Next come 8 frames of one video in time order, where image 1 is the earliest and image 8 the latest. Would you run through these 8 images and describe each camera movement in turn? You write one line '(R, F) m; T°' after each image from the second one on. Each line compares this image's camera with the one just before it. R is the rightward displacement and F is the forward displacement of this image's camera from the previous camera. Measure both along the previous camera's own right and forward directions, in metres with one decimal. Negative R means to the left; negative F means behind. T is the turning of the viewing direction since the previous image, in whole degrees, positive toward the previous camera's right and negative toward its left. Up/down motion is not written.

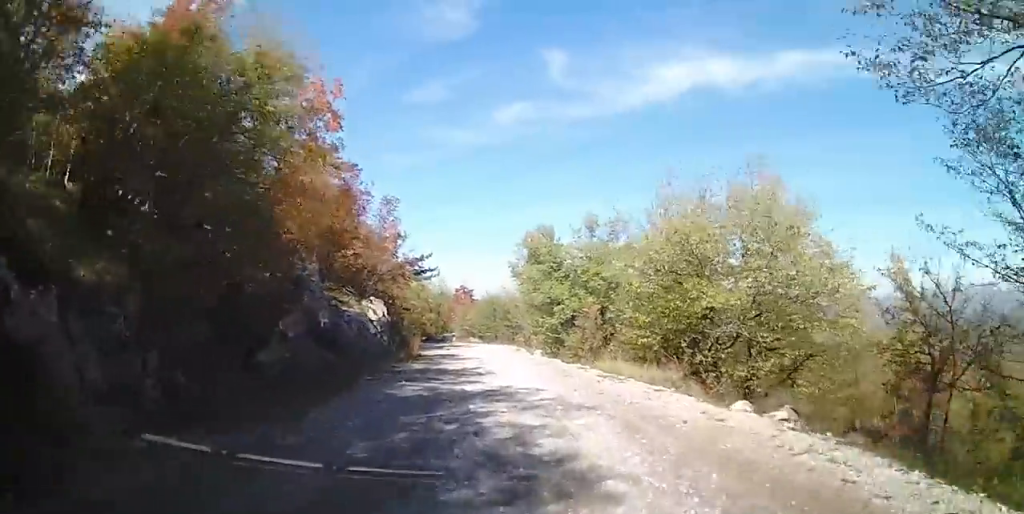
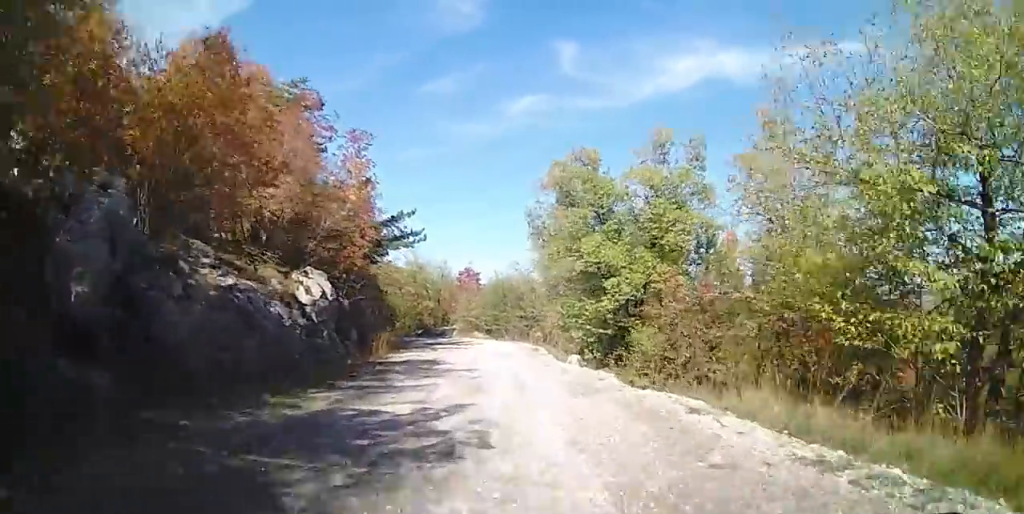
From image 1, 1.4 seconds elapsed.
(-0.7, +10.7) m; -6°
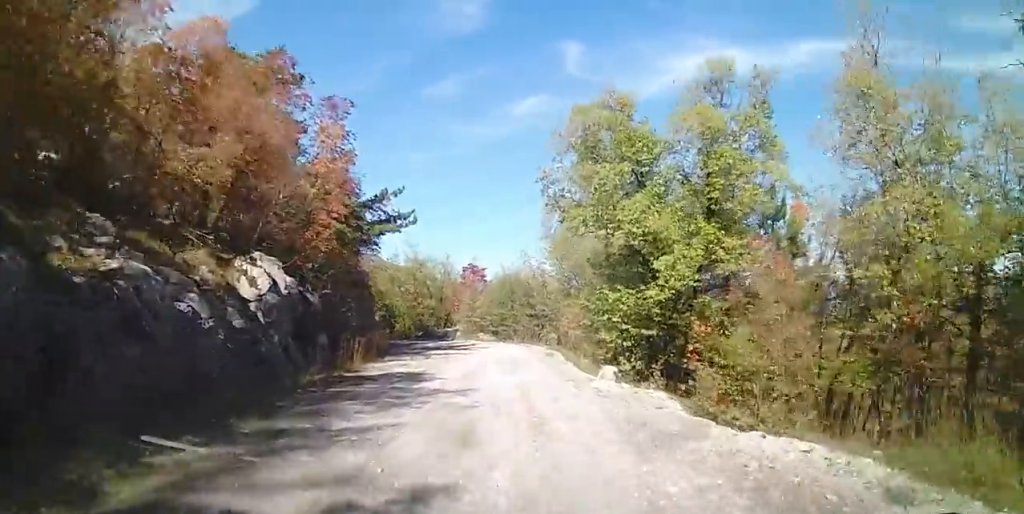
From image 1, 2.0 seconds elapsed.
(0.0, +4.3) m; 0°
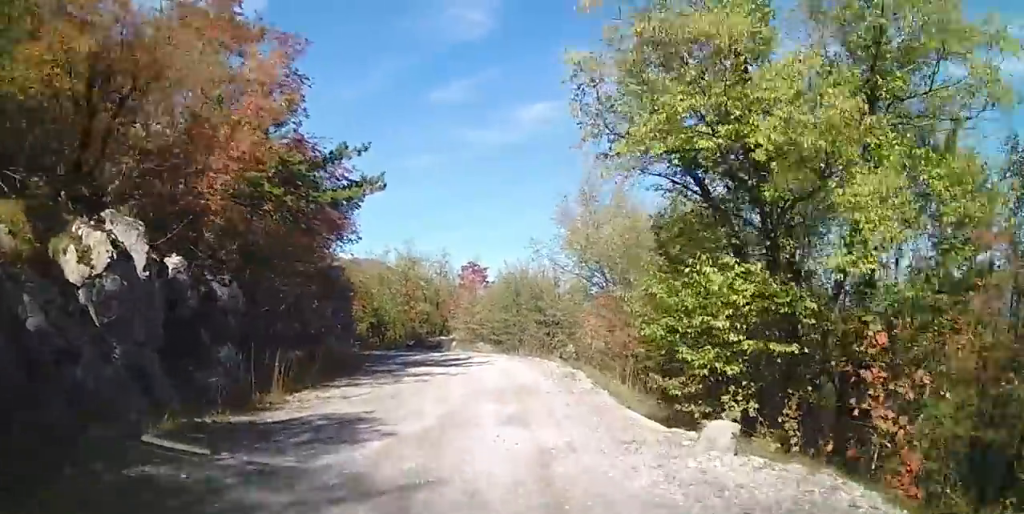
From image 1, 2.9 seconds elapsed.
(0.0, +6.0) m; 0°
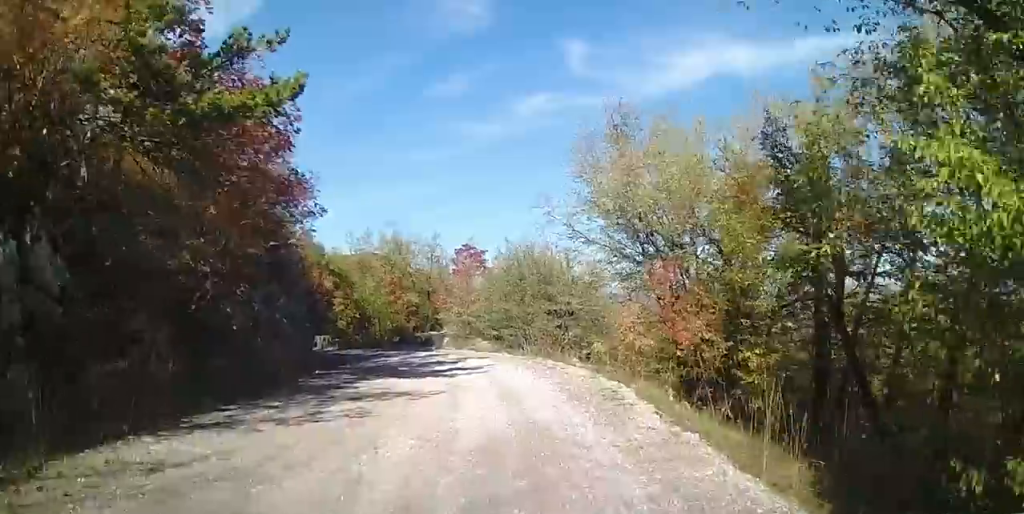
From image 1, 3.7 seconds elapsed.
(0.0, +6.2) m; 0°
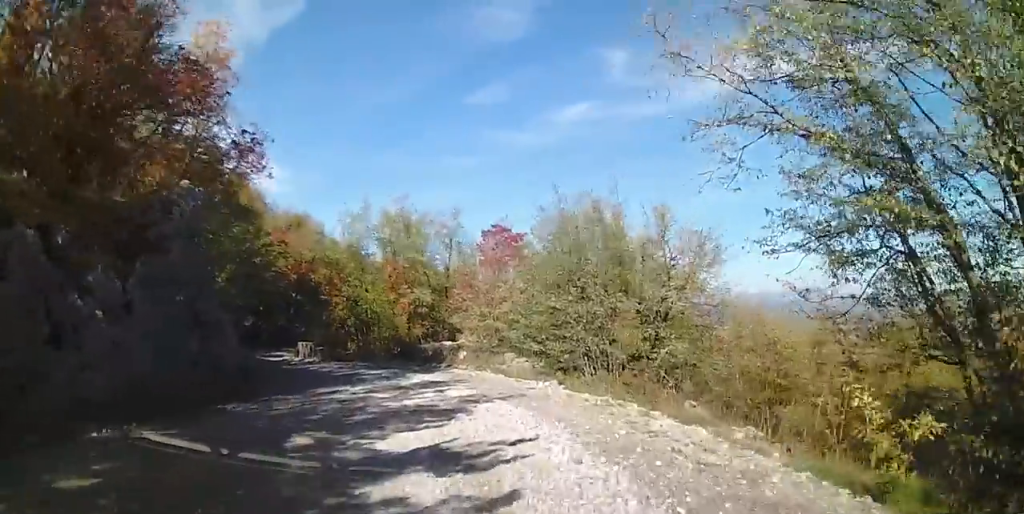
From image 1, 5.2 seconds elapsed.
(-0.2, +10.4) m; -10°
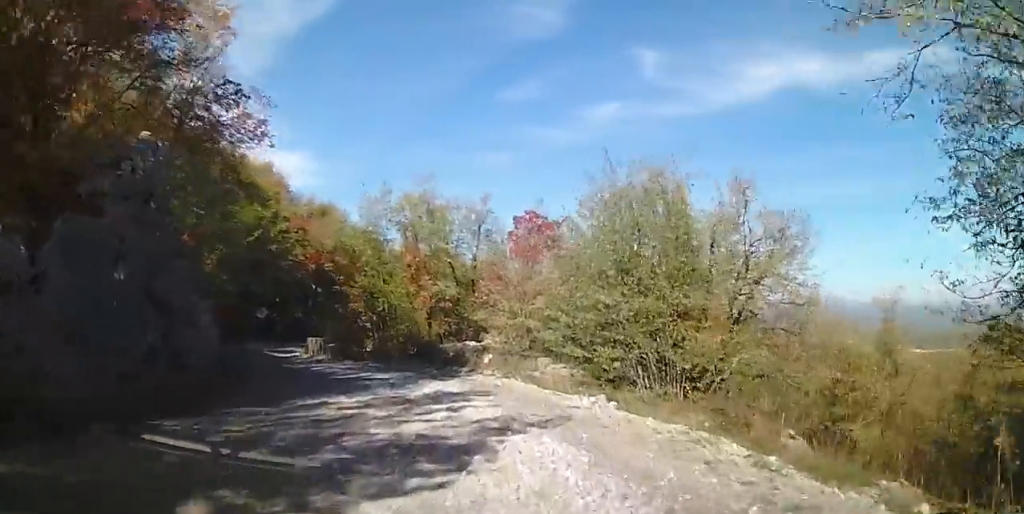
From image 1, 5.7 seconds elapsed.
(-0.2, +2.9) m; -4°
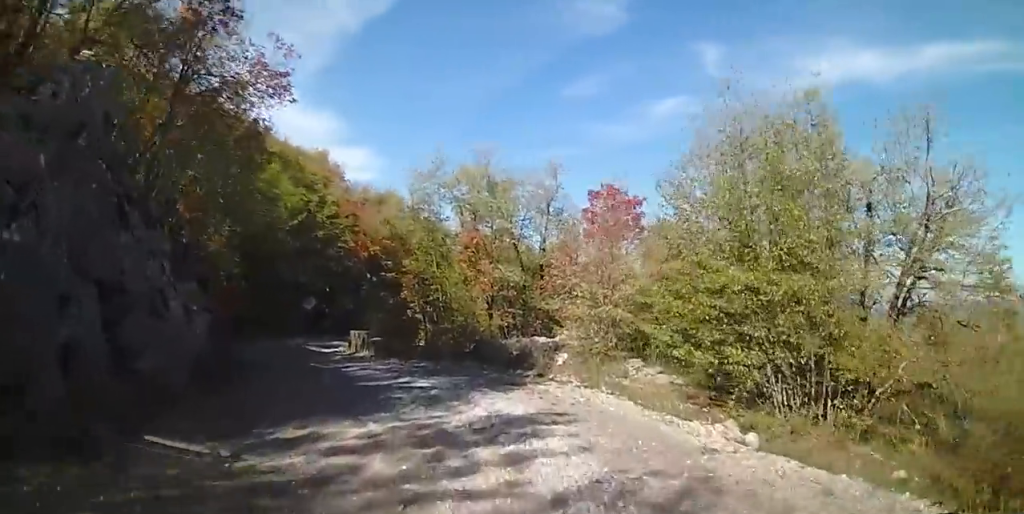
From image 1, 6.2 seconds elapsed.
(-0.4, +3.6) m; -5°
